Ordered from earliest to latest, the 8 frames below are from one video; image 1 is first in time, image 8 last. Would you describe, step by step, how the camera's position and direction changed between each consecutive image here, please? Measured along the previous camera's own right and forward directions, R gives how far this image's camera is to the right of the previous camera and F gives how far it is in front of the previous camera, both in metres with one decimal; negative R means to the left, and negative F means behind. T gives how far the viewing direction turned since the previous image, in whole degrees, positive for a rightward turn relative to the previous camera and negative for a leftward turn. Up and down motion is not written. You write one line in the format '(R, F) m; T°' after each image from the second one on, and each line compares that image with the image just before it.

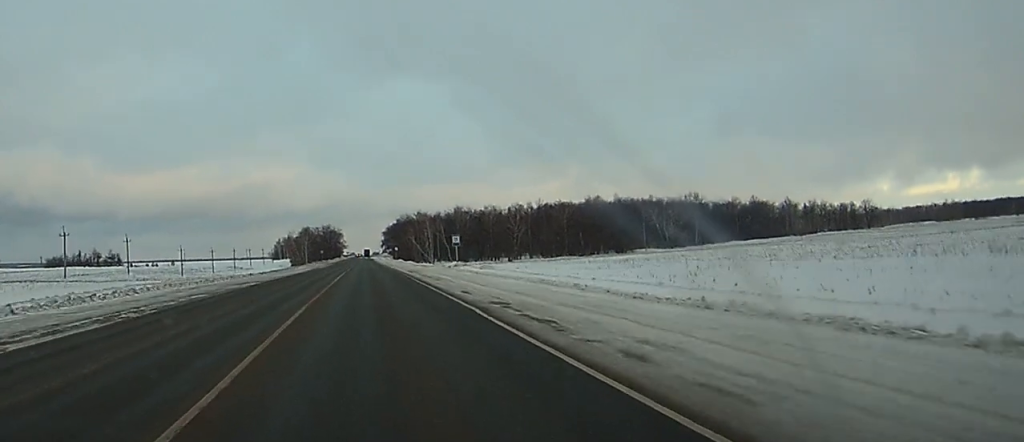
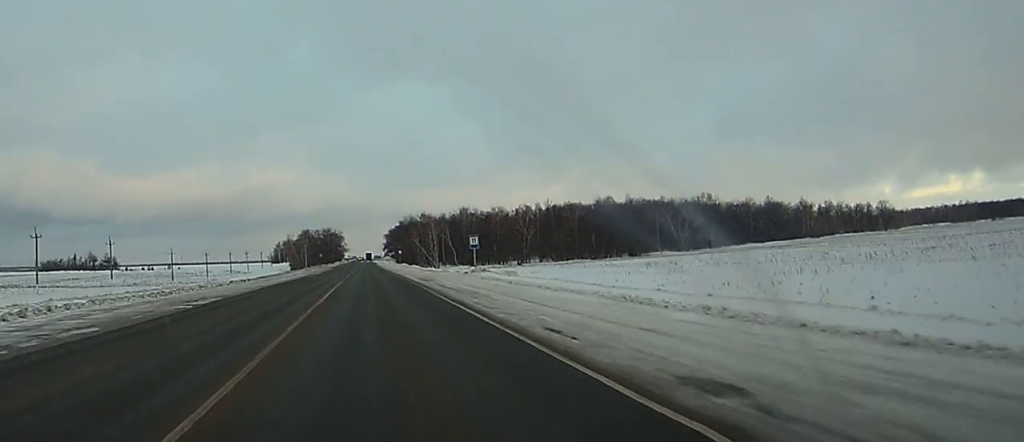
(0.0, +12.3) m; 0°
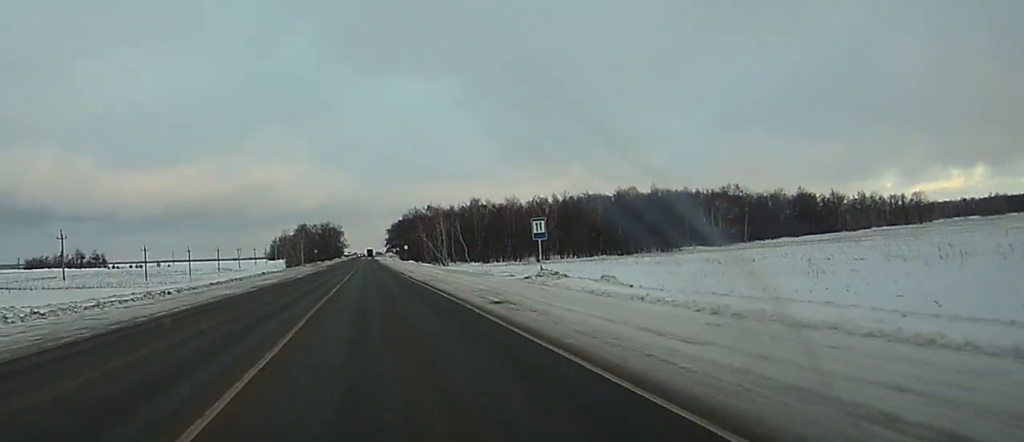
(0.0, +25.7) m; 0°
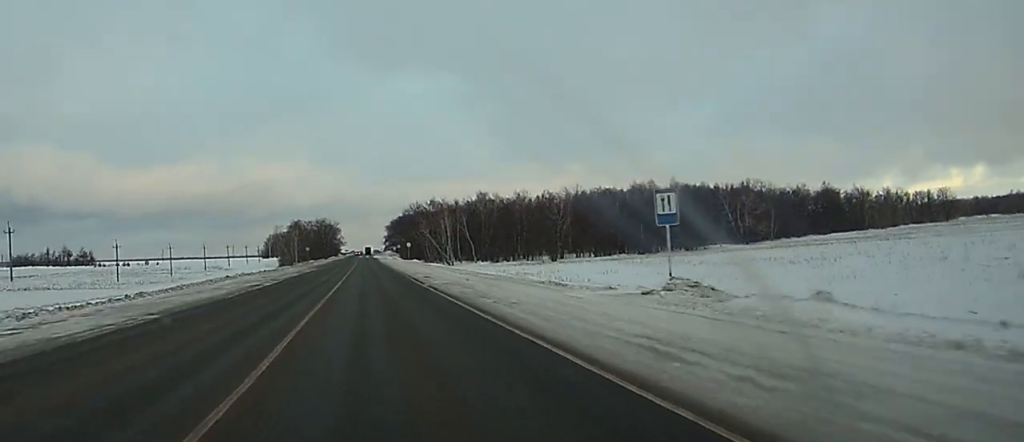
(0.0, +19.2) m; 0°
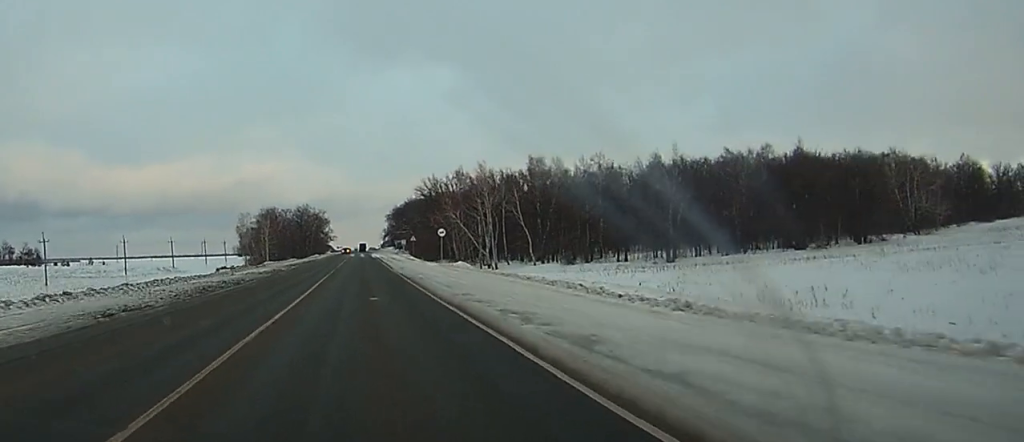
(-0.1, +78.0) m; 0°
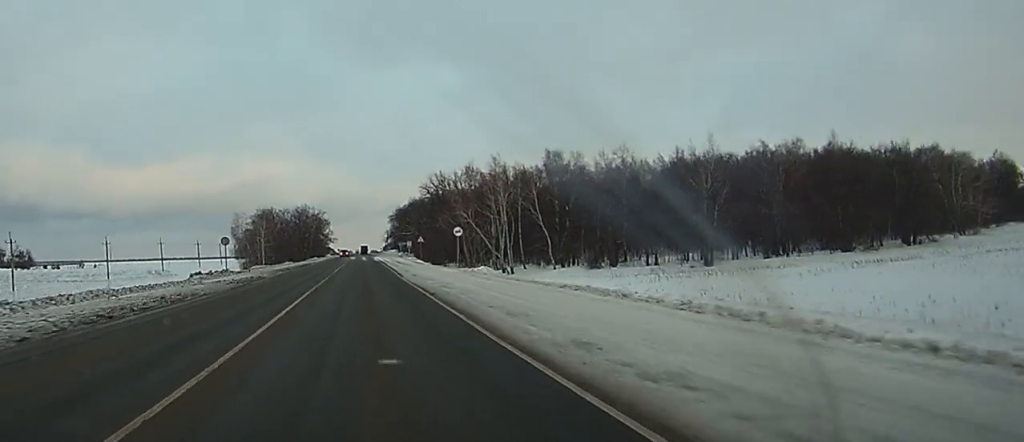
(0.0, +12.8) m; 0°
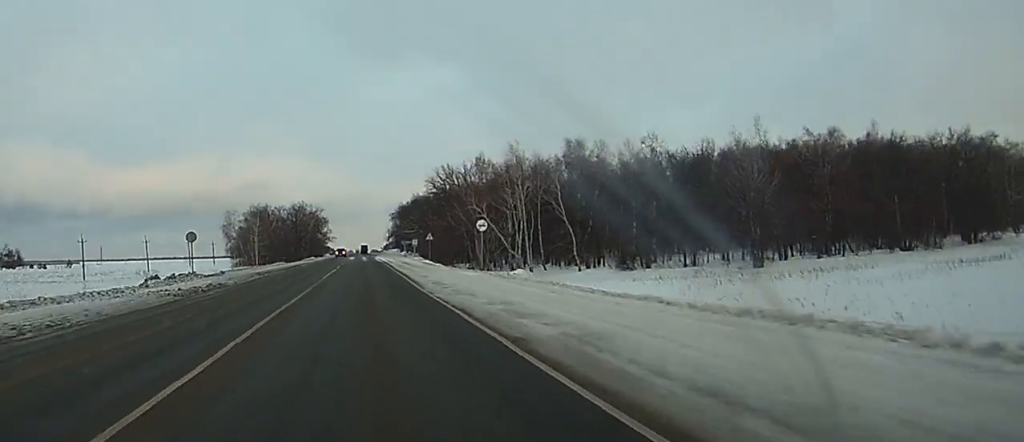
(0.0, +13.9) m; 0°
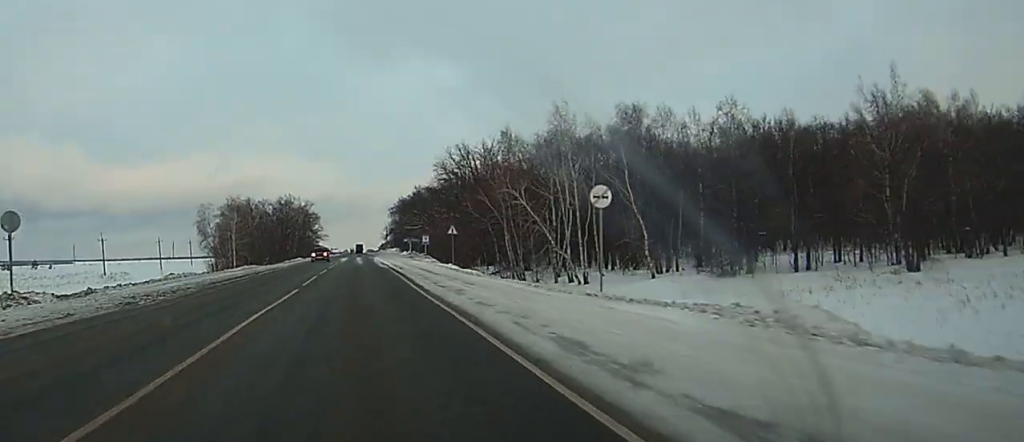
(0.0, +28.9) m; 0°
